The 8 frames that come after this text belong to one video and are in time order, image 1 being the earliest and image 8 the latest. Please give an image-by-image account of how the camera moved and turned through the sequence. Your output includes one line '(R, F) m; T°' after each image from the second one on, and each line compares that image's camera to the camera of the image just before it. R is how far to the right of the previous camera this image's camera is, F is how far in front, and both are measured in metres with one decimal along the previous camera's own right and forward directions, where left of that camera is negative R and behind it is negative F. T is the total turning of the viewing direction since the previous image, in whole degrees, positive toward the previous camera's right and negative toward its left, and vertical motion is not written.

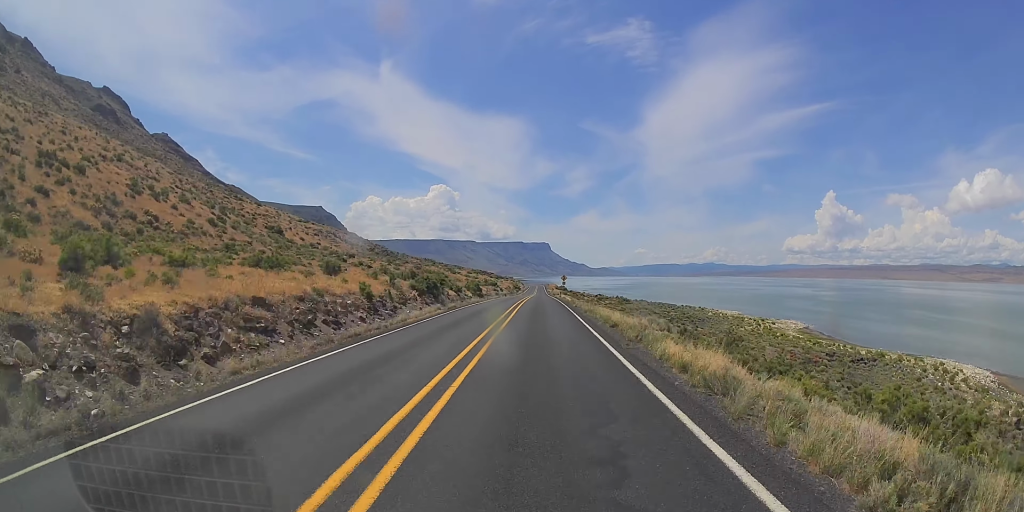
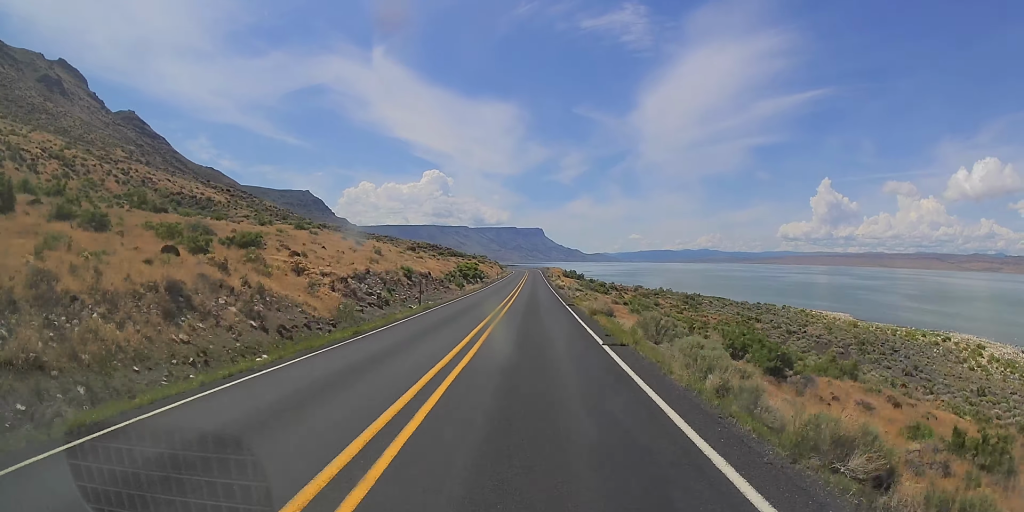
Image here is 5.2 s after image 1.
(-0.5, +128.5) m; 0°
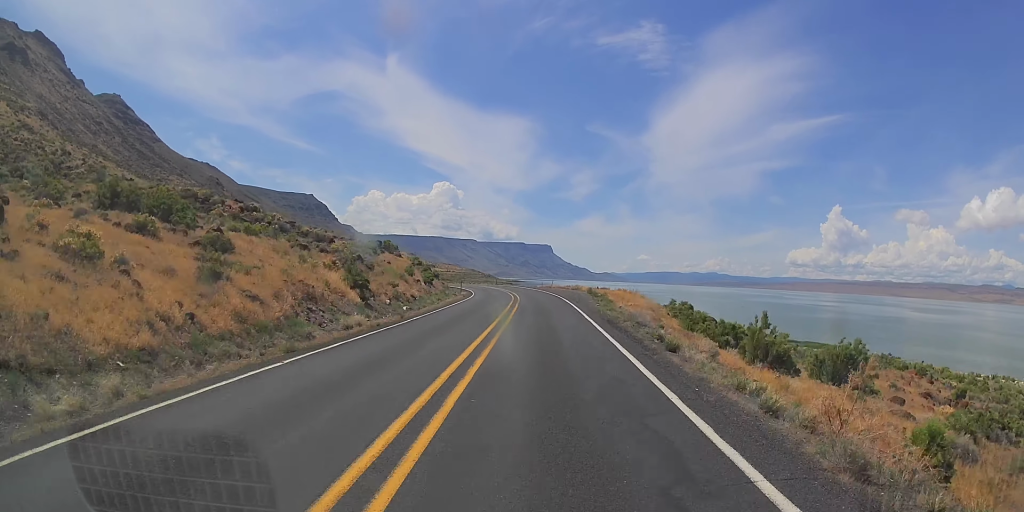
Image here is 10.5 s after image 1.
(-0.2, +122.2) m; -2°
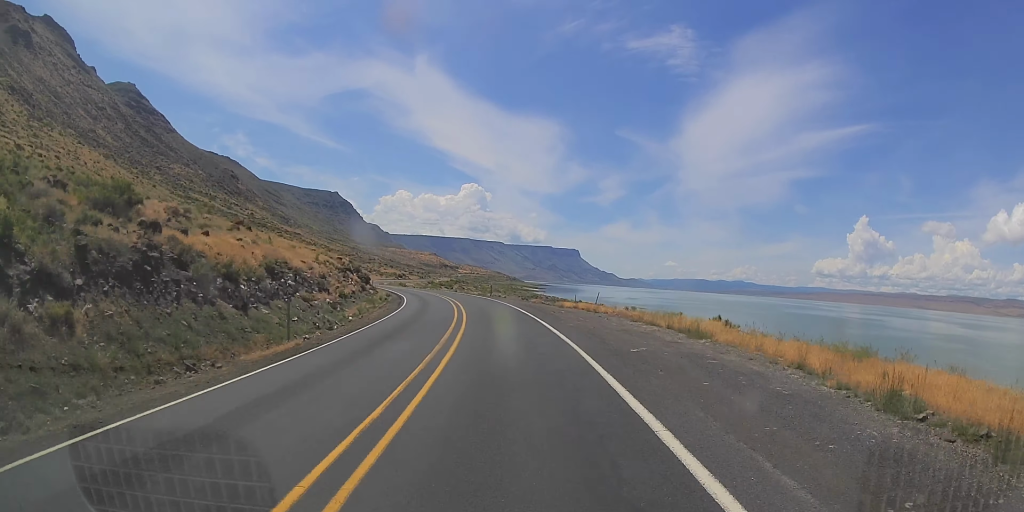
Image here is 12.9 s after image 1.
(-1.0, +51.4) m; -4°
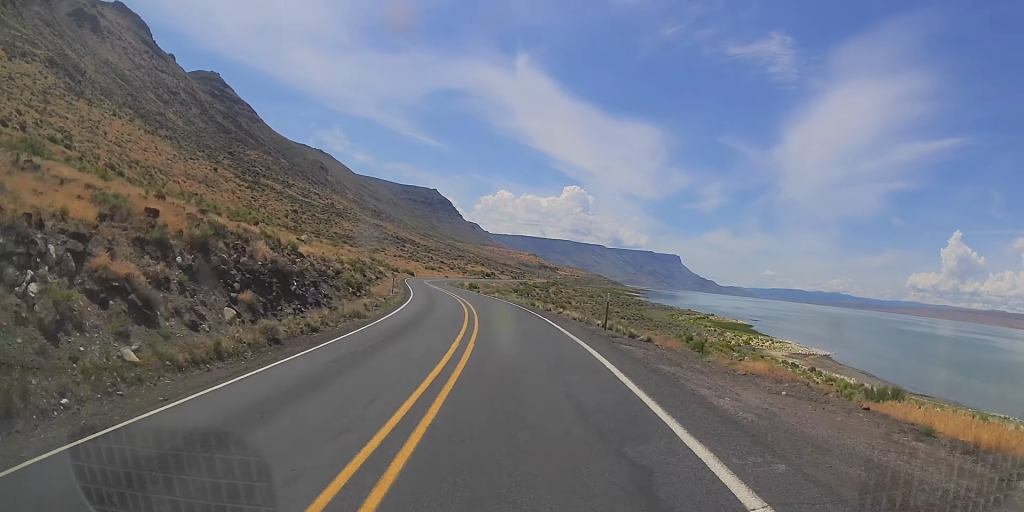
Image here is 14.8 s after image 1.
(+0.9, +39.0) m; -5°
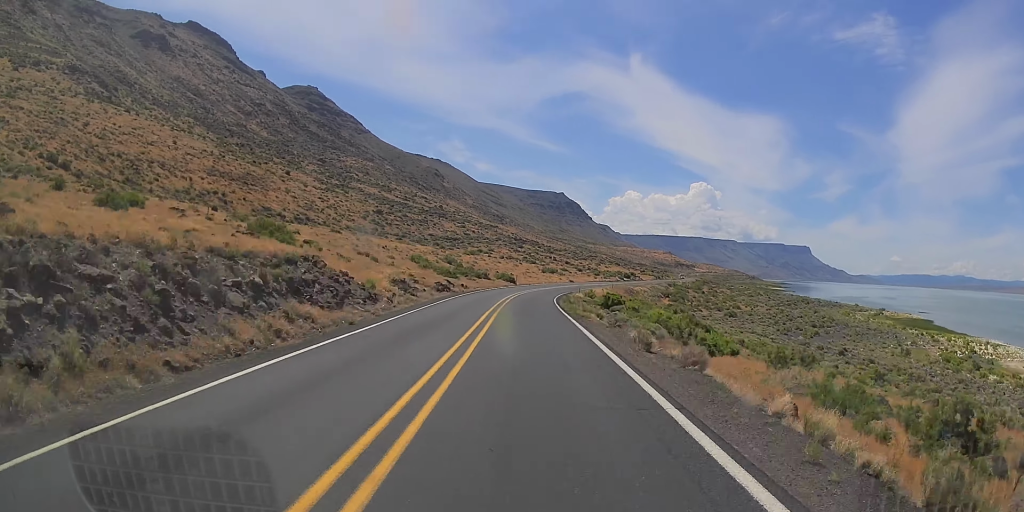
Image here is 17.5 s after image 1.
(-5.6, +54.3) m; -5°
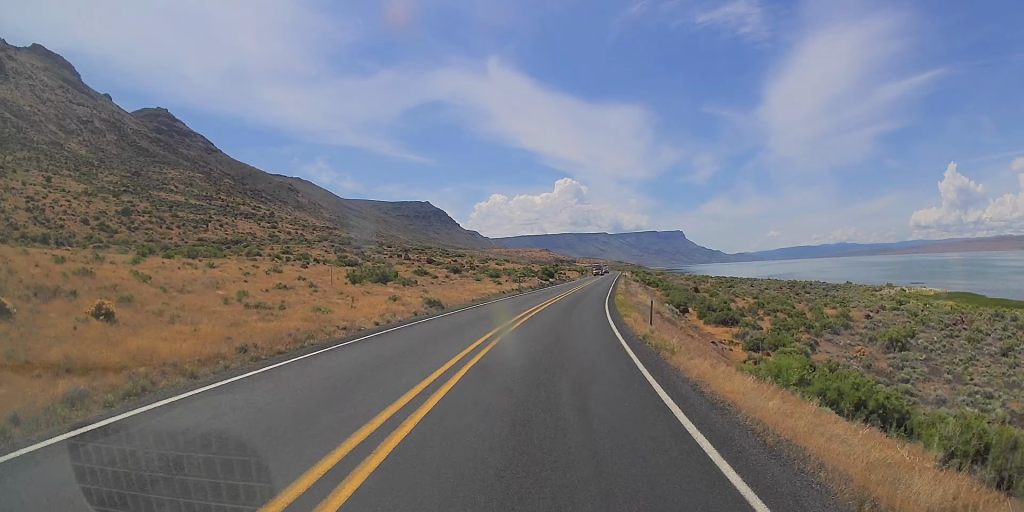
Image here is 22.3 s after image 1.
(-5.2, +98.6) m; +3°
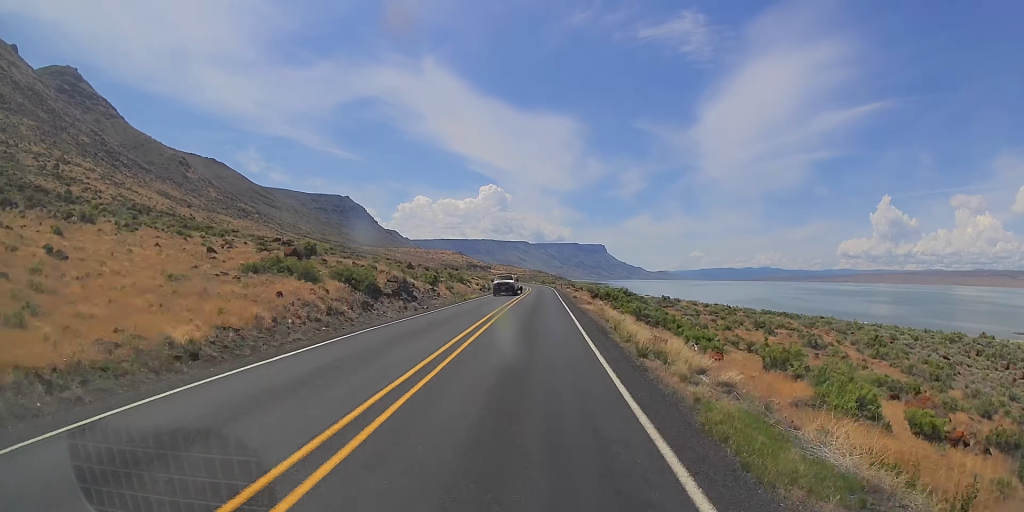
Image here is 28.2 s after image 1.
(+13.9, +121.2) m; +8°
